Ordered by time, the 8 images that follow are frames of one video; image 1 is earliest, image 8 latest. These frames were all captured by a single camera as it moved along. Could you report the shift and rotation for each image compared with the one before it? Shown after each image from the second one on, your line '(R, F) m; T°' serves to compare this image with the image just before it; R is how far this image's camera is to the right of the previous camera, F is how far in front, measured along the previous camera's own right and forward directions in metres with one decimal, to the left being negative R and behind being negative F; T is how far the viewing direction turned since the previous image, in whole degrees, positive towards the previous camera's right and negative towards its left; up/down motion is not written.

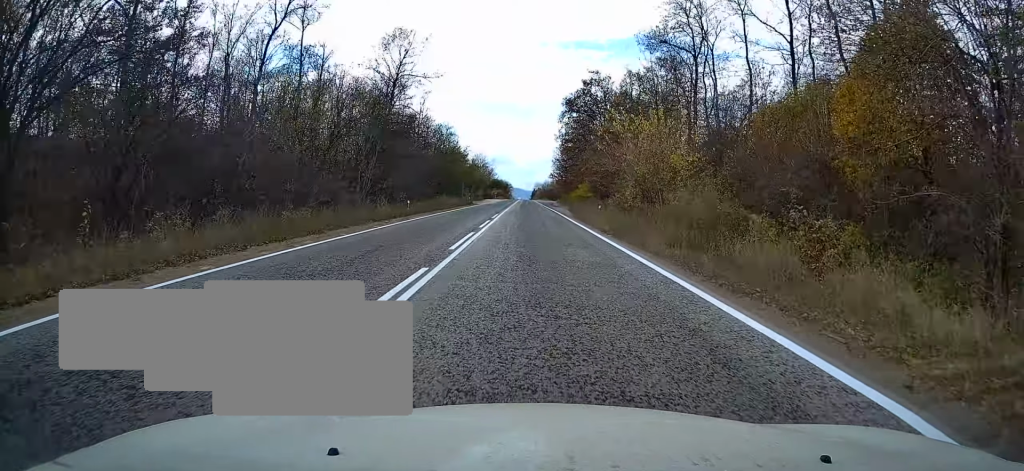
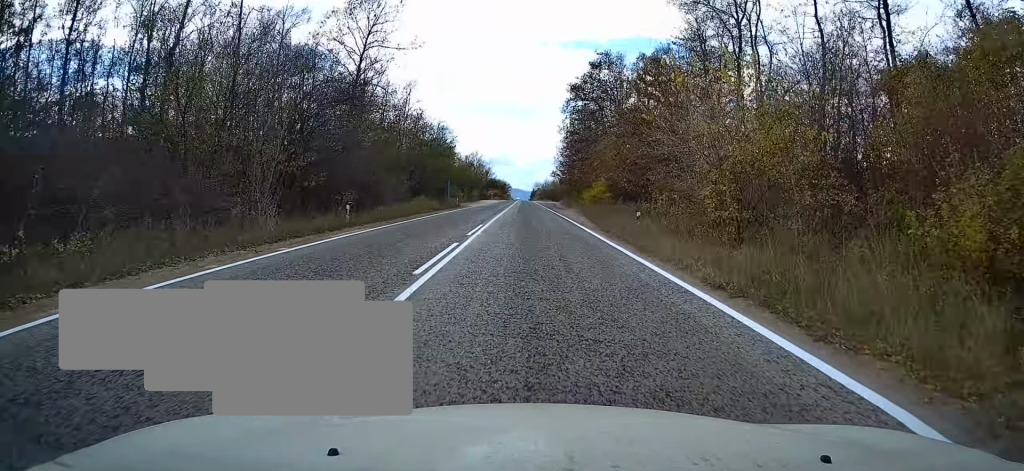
(0.0, +13.2) m; 0°
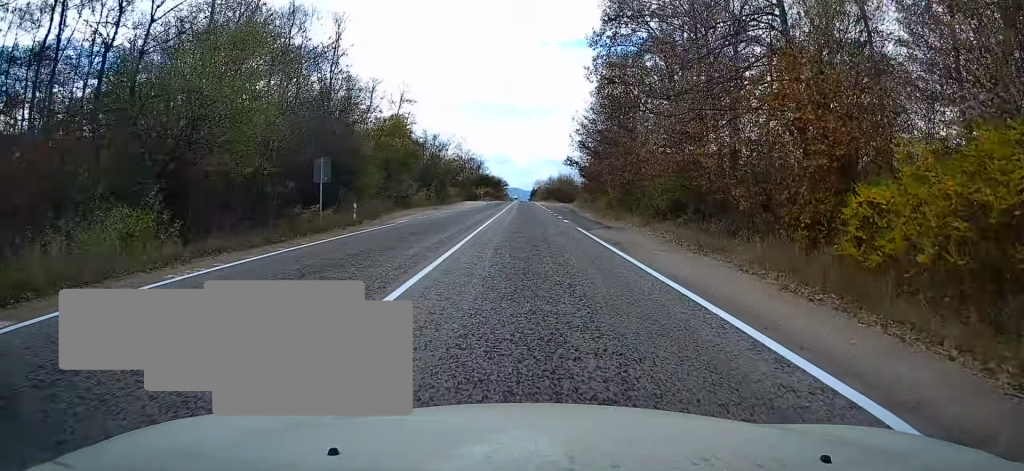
(-0.1, +41.2) m; 0°
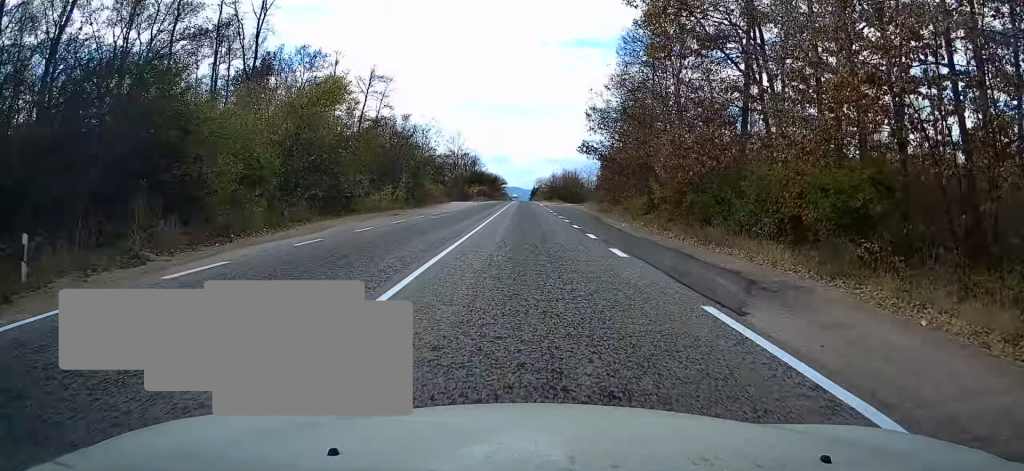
(0.0, +19.3) m; 0°
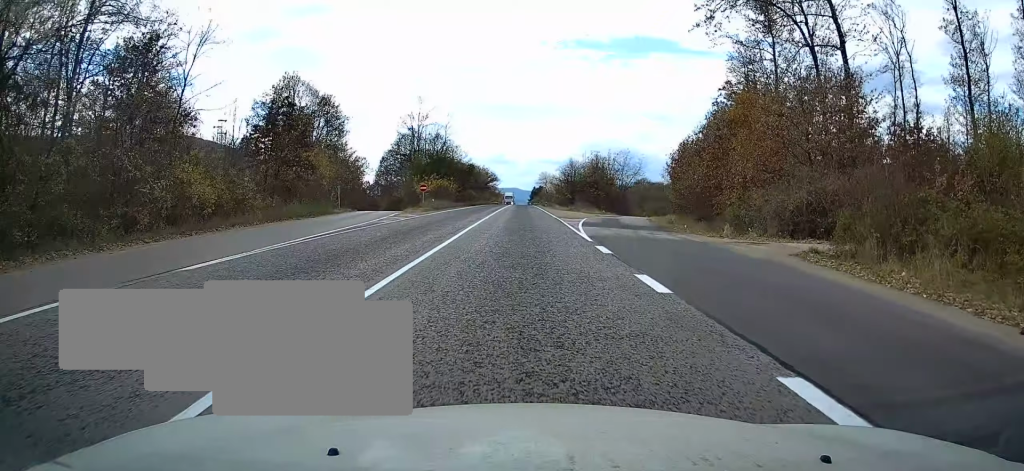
(+0.3, +59.3) m; 0°
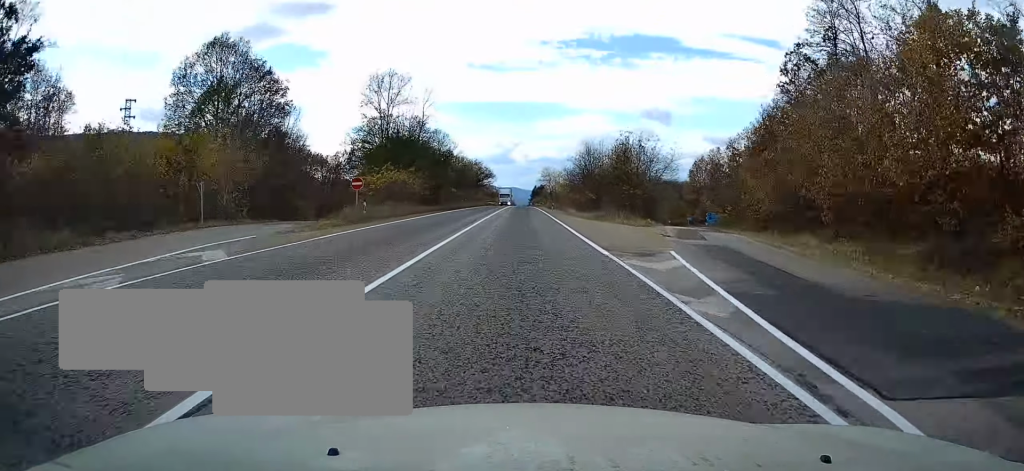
(-0.1, +23.7) m; 0°
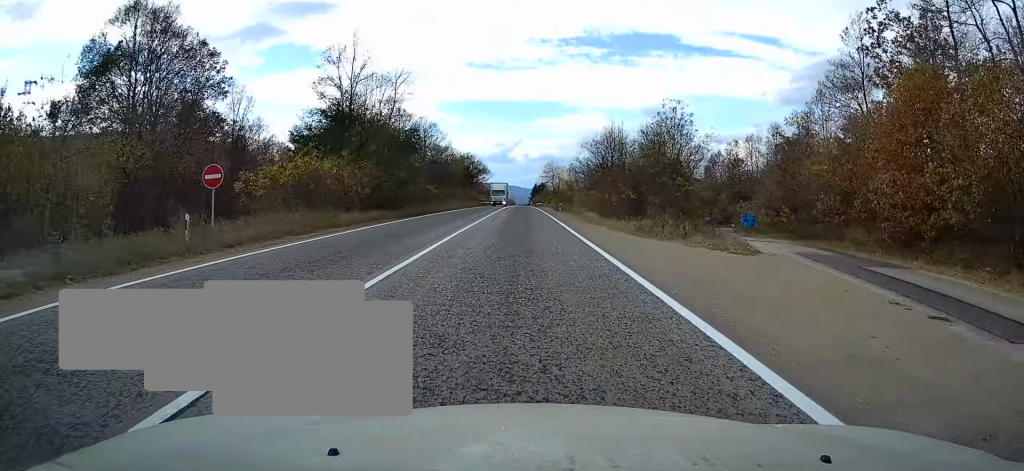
(0.0, +17.2) m; 0°
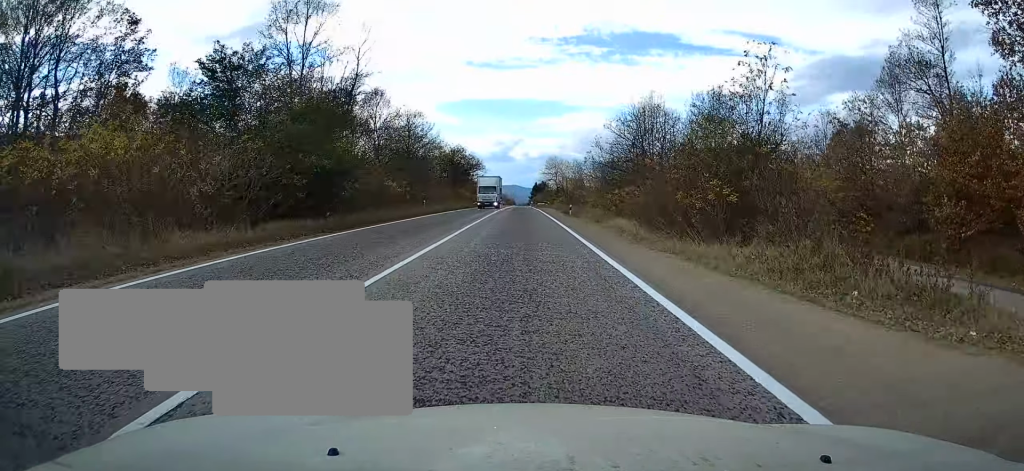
(+0.2, +14.4) m; 0°
